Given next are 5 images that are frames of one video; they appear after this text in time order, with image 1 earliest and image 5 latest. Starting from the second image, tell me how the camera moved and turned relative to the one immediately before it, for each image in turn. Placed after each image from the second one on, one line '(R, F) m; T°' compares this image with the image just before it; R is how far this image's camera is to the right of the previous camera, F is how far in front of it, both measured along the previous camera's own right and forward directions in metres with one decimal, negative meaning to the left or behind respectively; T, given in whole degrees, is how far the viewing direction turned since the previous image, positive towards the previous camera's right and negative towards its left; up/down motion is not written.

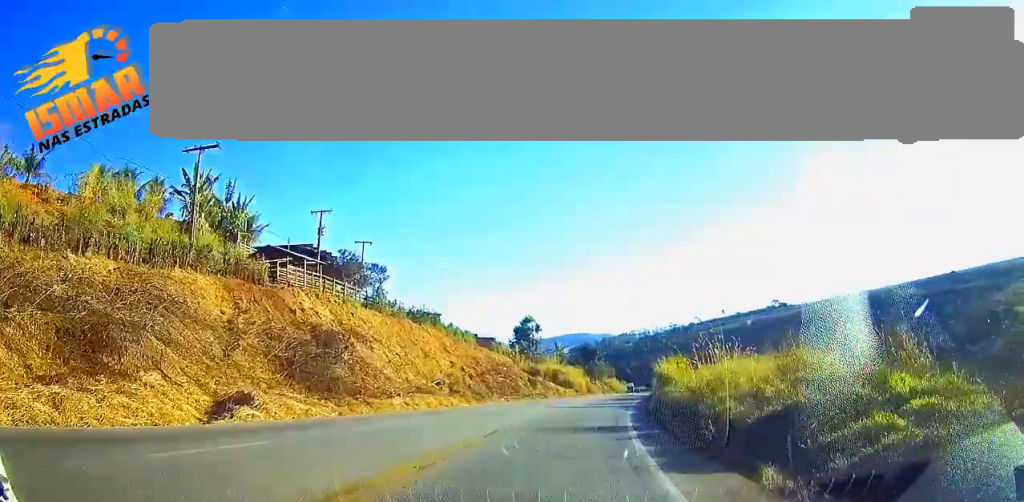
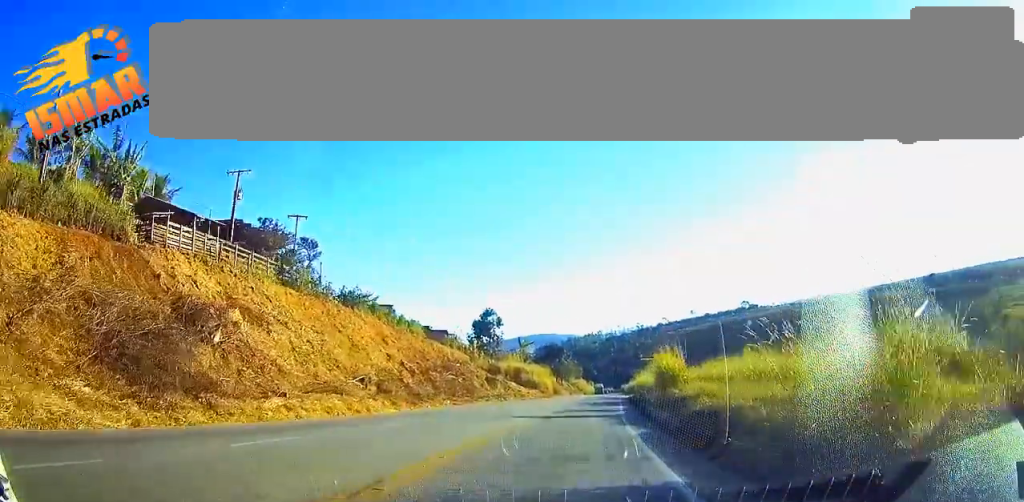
(0.0, +13.5) m; 0°
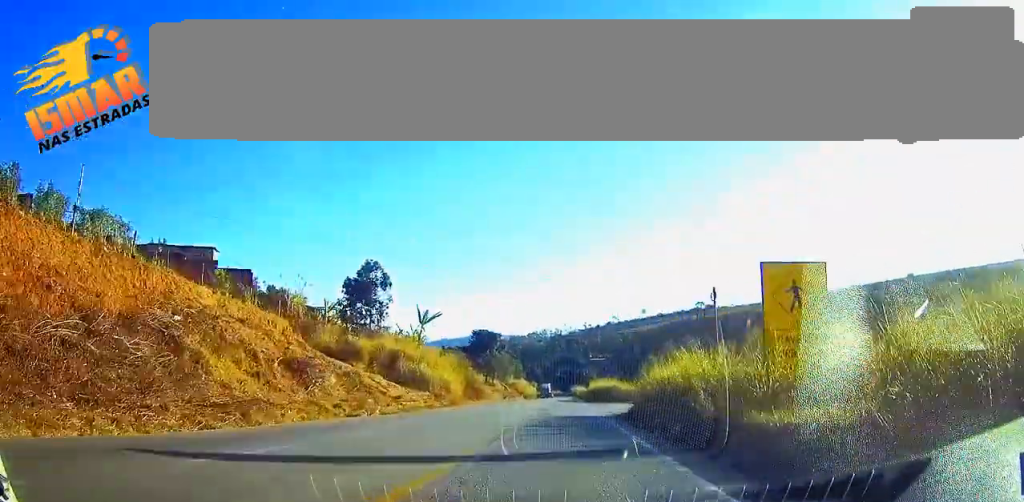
(0.0, +50.1) m; 0°
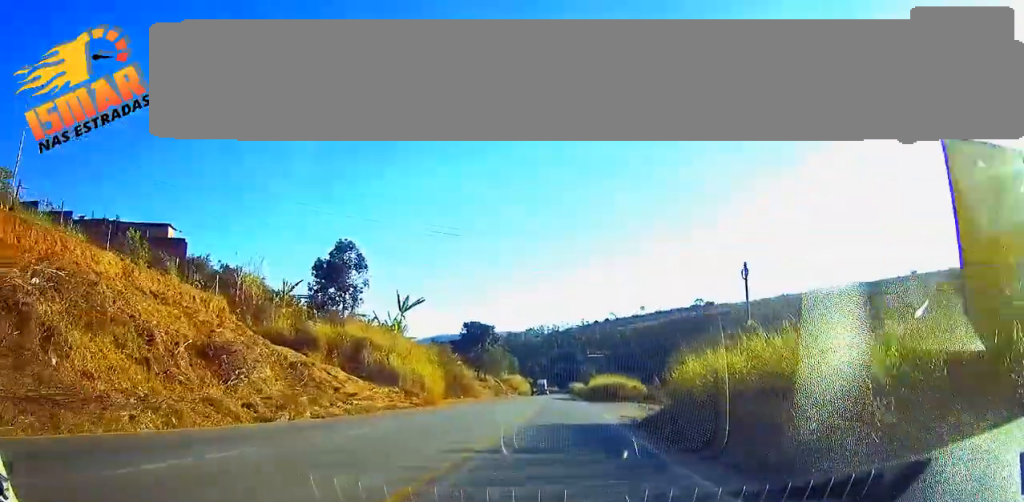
(0.0, +9.7) m; 0°
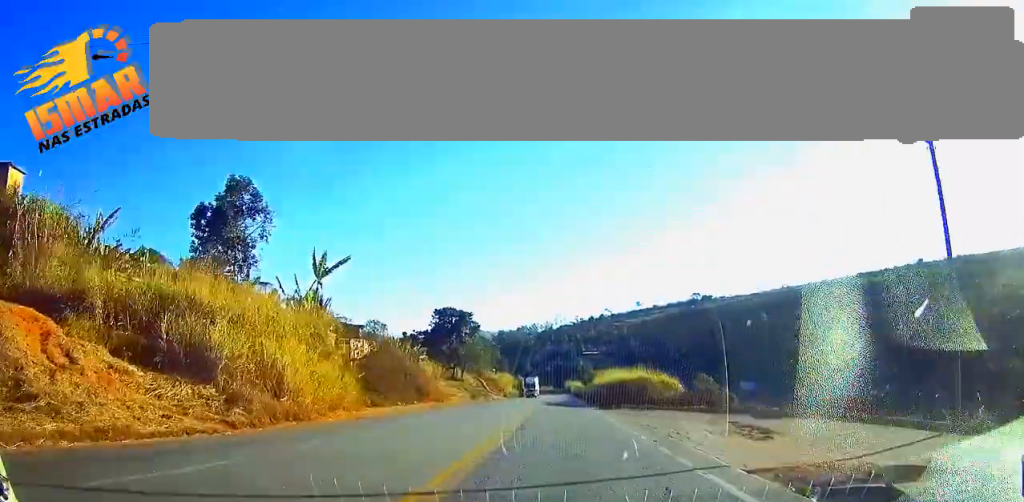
(0.0, +24.8) m; 0°
